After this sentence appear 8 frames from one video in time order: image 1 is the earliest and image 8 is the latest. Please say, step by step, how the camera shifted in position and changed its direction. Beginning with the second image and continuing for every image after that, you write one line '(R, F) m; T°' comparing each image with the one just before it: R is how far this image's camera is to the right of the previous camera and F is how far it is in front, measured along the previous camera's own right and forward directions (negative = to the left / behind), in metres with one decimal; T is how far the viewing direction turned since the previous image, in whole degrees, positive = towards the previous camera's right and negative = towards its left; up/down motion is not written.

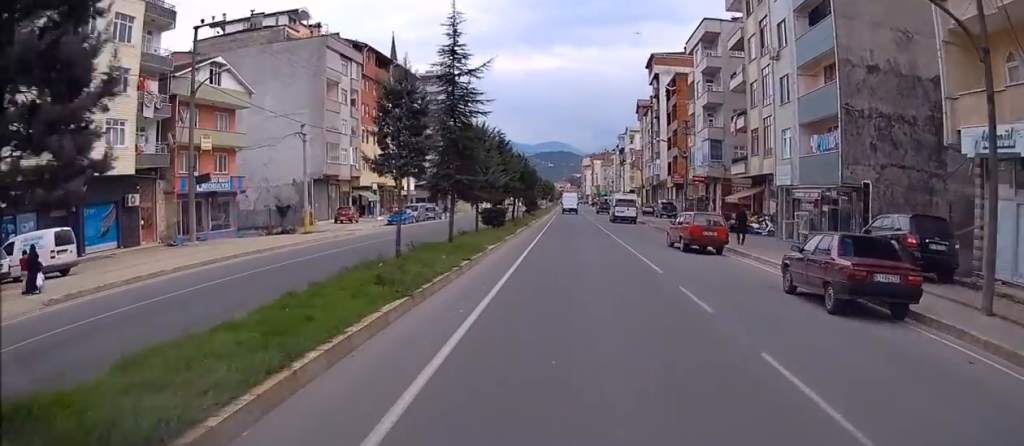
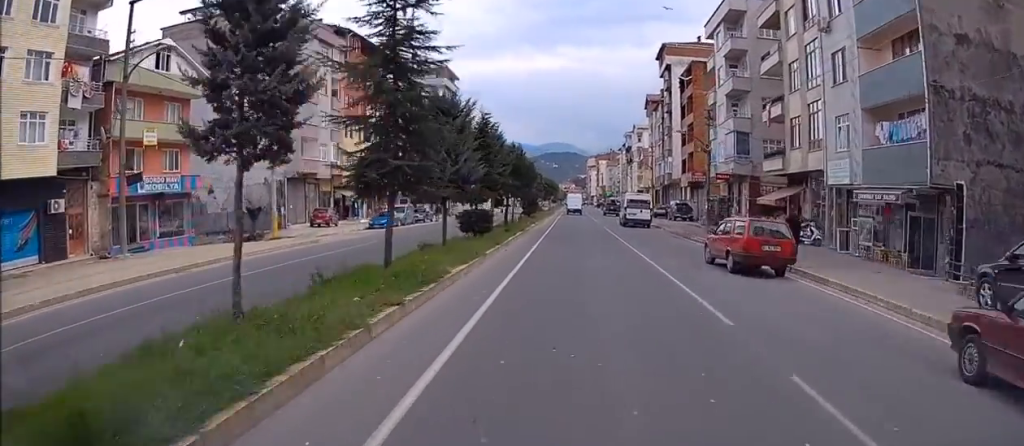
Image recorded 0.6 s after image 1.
(-0.1, +7.0) m; 0°
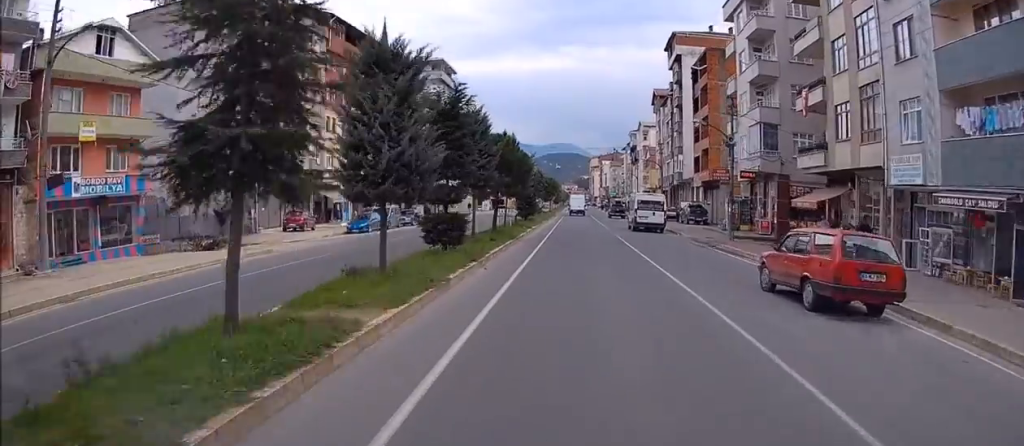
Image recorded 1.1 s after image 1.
(0.0, +6.1) m; 0°
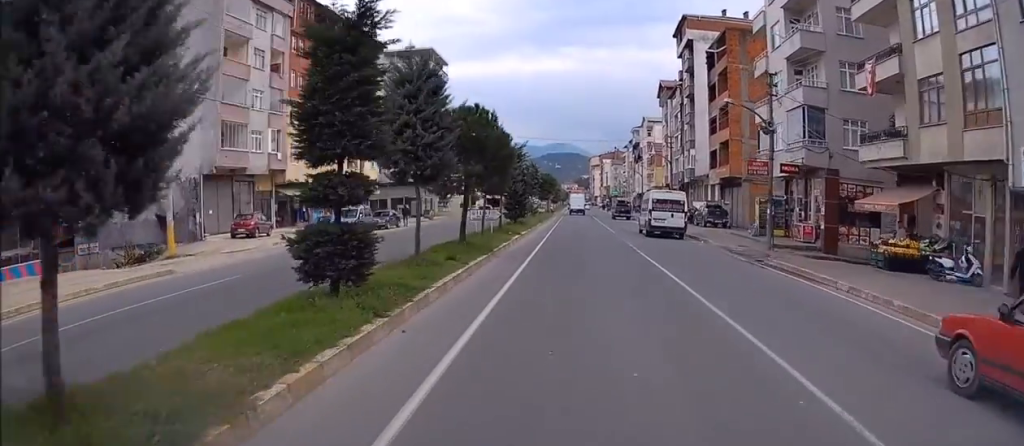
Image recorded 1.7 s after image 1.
(0.0, +7.7) m; 0°
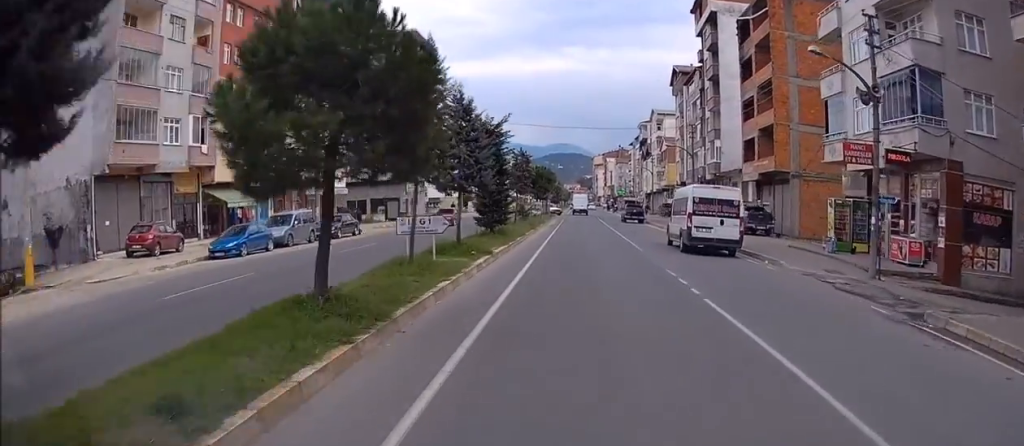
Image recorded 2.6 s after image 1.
(0.0, +11.2) m; +1°
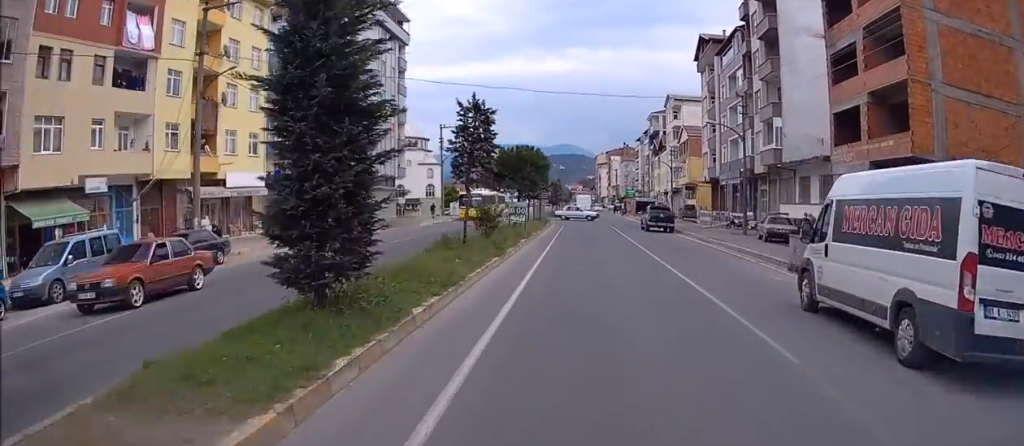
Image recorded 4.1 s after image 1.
(0.0, +17.1) m; -1°
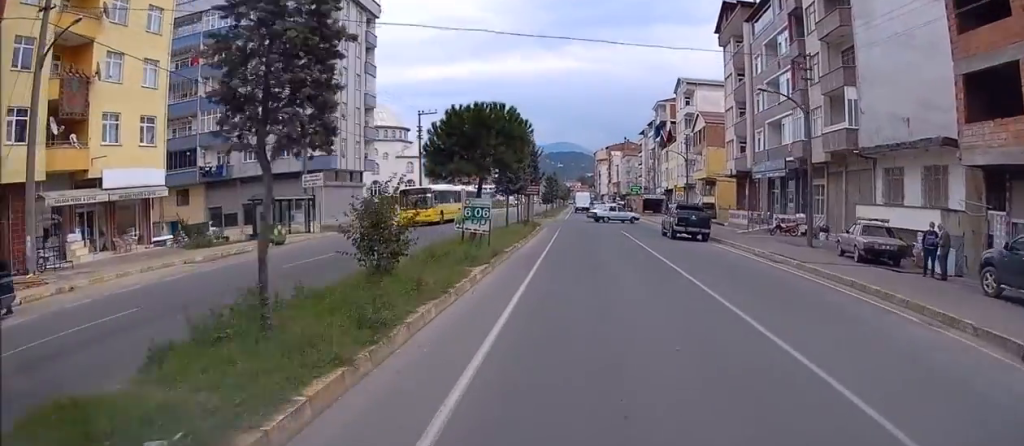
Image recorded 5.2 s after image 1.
(-0.1, +11.6) m; 0°
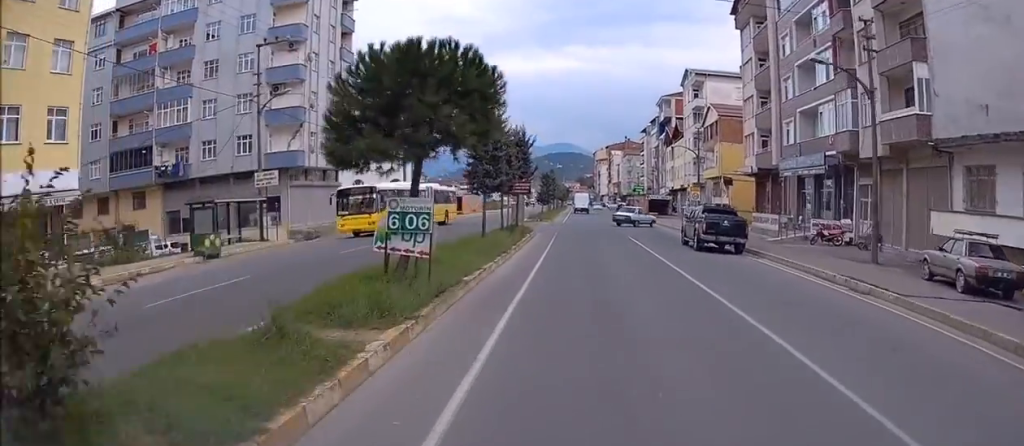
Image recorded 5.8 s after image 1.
(0.0, +6.7) m; 0°
